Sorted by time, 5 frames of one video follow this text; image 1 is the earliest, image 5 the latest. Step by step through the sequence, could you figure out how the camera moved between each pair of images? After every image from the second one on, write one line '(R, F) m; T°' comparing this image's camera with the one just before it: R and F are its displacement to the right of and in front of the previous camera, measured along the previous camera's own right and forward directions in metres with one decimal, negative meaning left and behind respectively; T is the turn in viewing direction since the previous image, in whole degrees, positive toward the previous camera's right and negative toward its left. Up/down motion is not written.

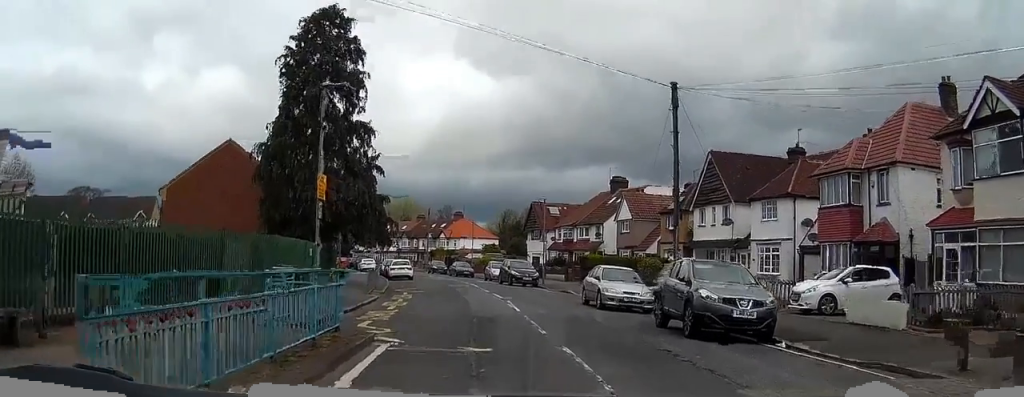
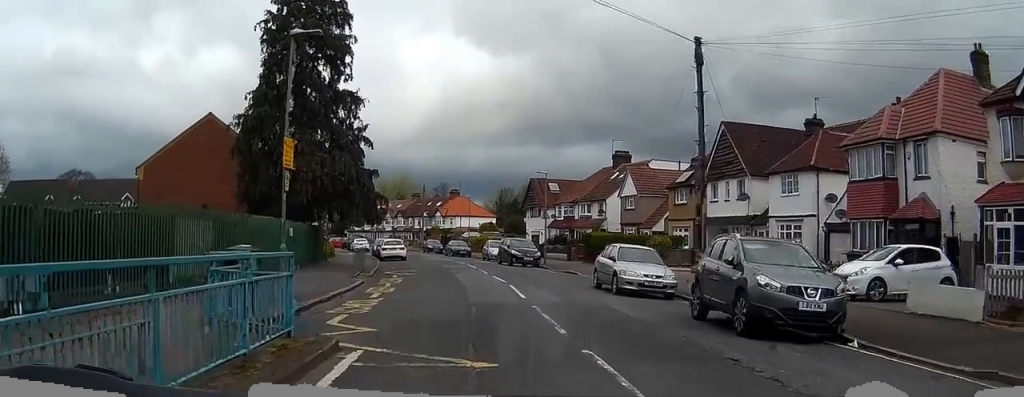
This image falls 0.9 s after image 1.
(0.0, +3.1) m; +3°
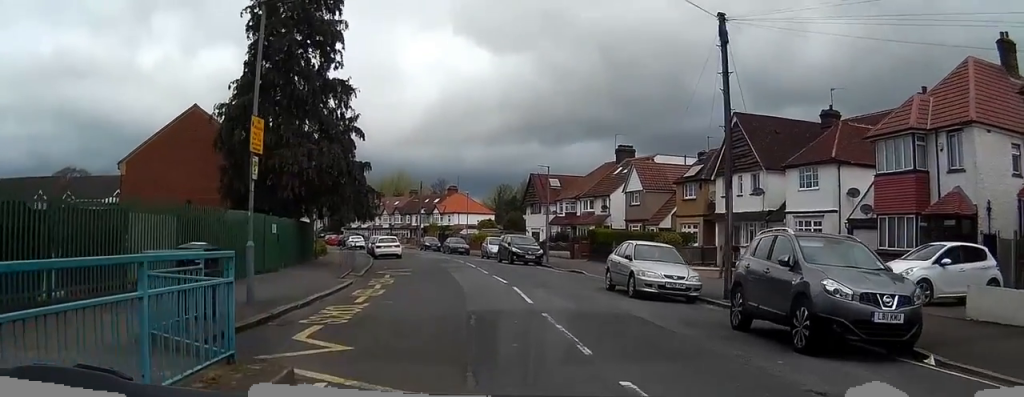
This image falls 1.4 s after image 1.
(0.0, +2.4) m; +2°
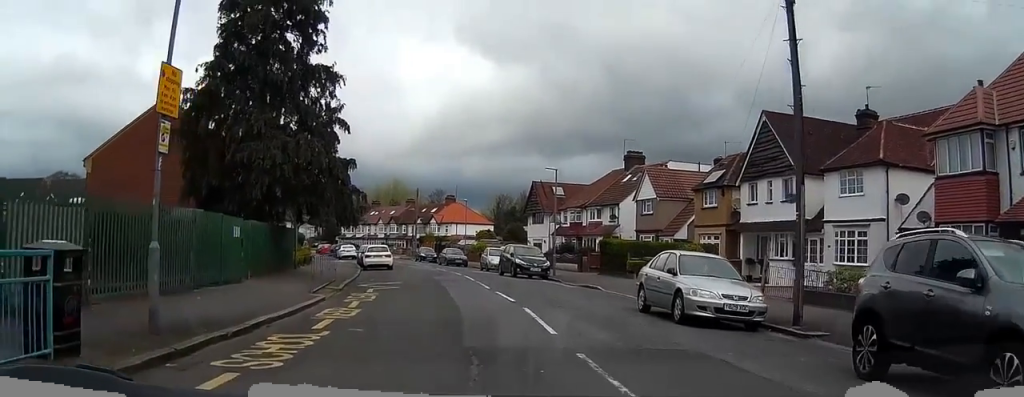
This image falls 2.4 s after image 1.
(+0.2, +4.3) m; +3°
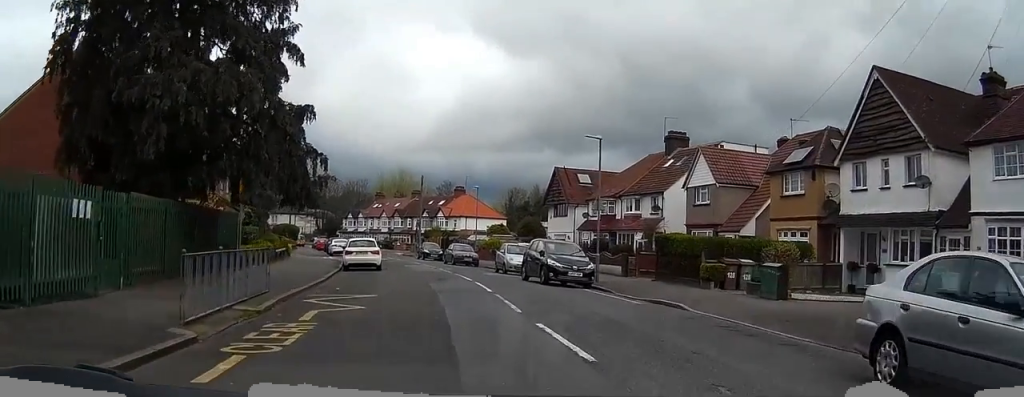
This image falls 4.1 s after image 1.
(0.0, +10.0) m; -2°
